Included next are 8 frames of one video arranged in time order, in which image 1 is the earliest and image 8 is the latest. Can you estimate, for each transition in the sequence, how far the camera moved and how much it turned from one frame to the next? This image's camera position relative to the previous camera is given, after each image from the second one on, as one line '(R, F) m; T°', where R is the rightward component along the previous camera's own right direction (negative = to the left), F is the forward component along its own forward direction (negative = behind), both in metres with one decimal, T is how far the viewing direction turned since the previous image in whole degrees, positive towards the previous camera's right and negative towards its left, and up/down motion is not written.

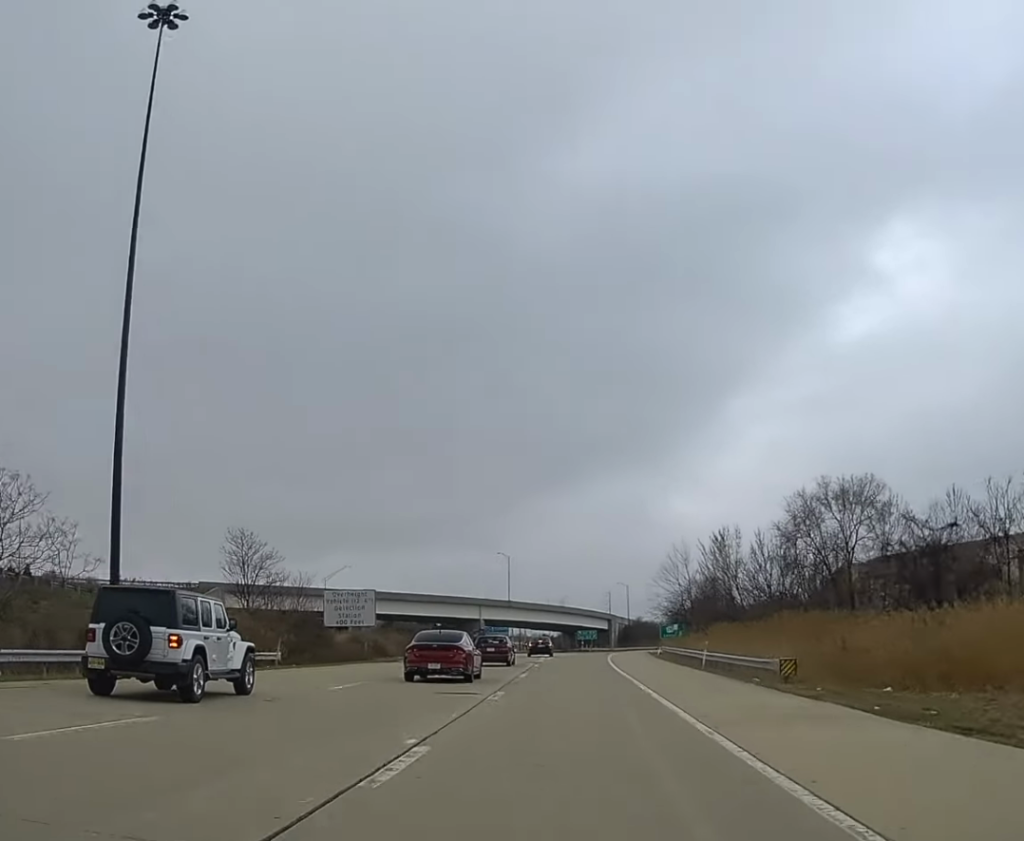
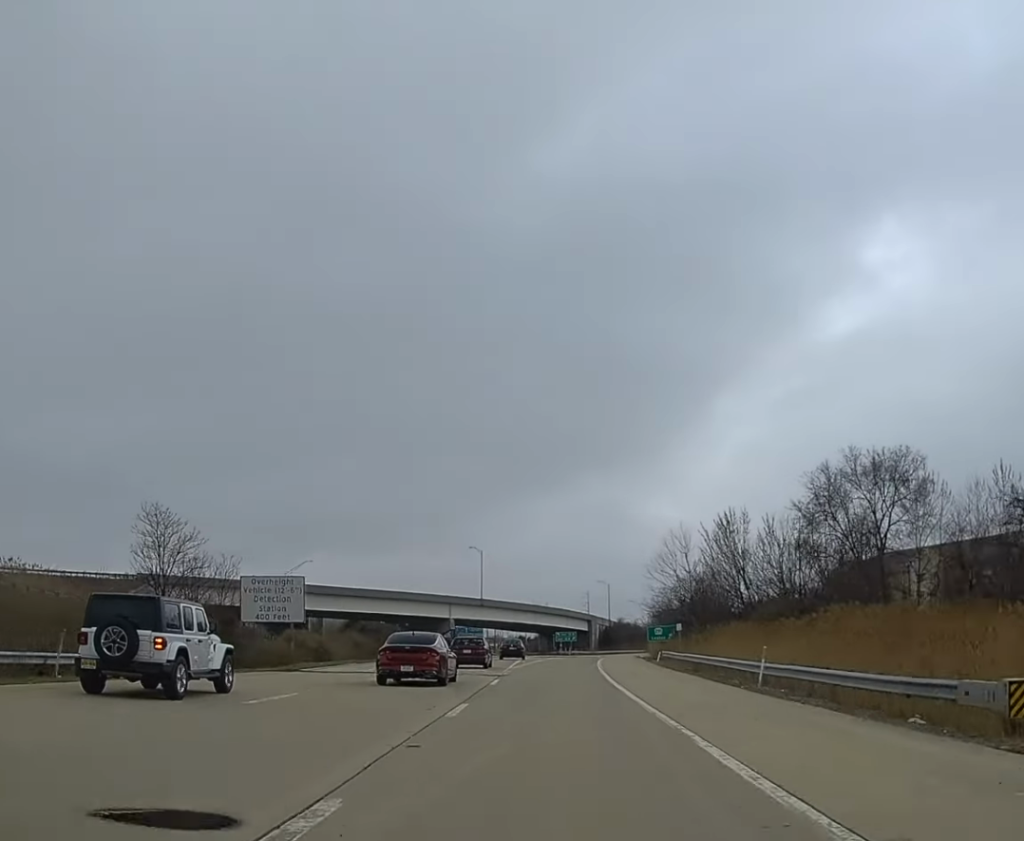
(+0.4, +16.2) m; +2°
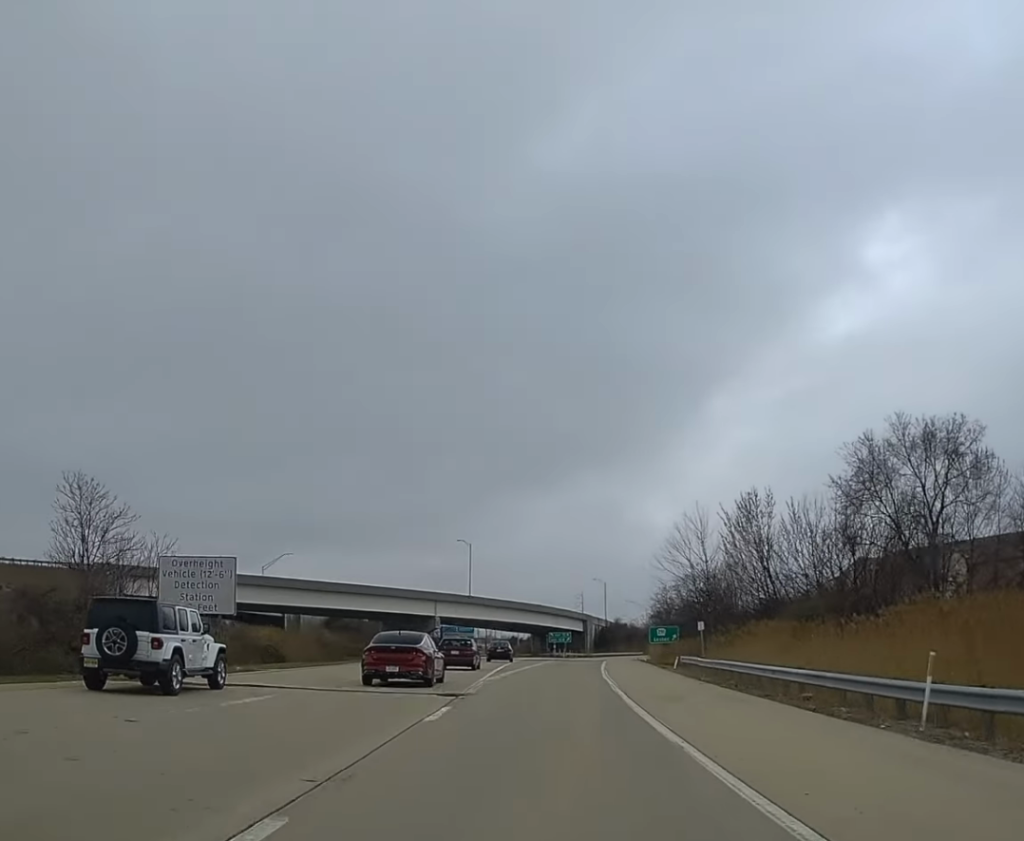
(+0.1, +12.9) m; +1°
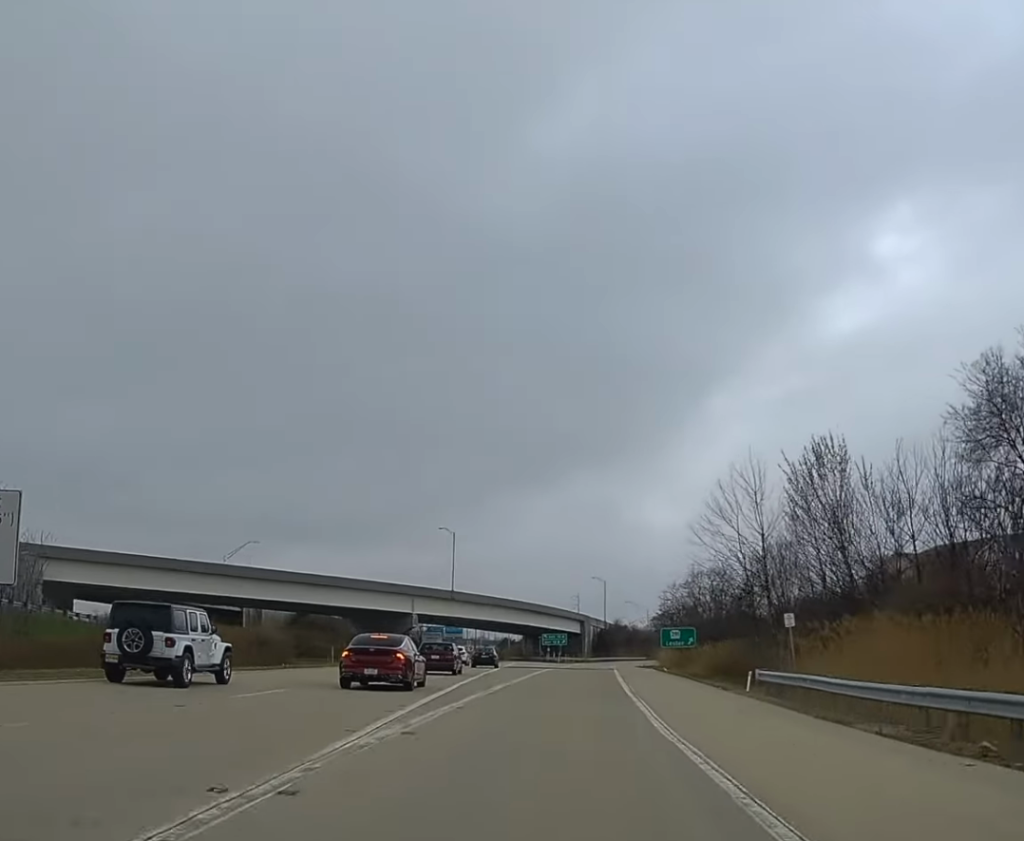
(+0.2, +21.7) m; +1°
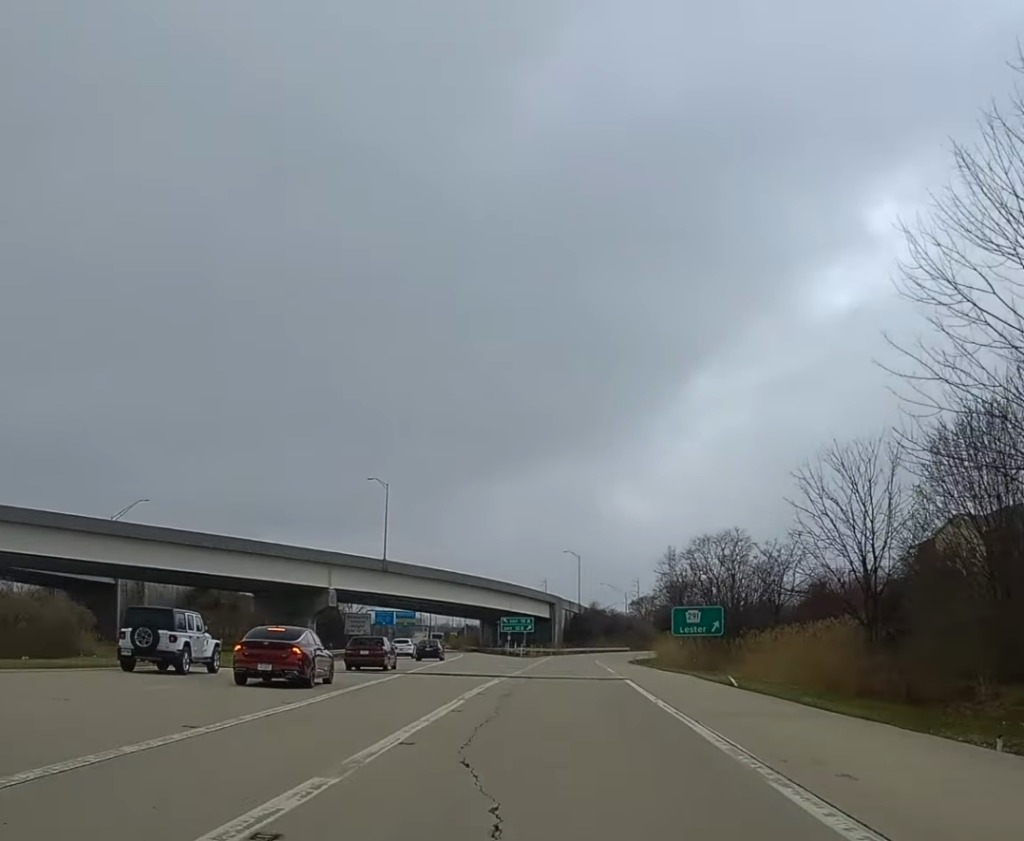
(+0.4, +37.5) m; +1°
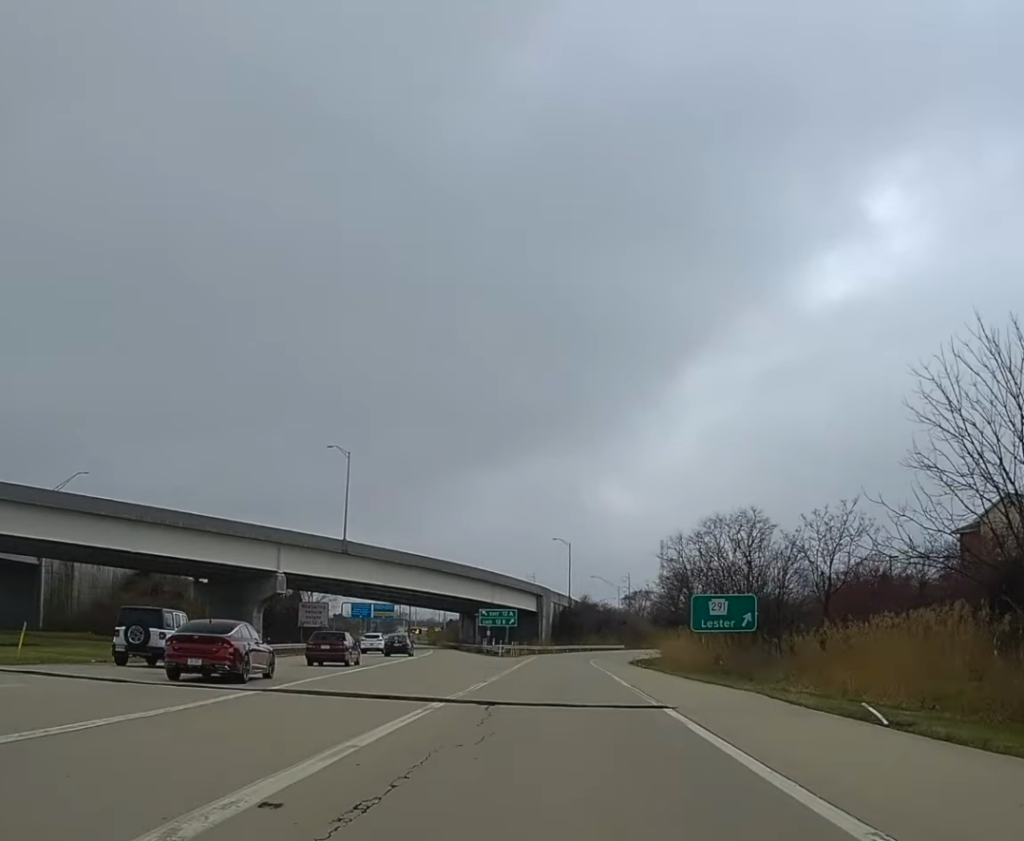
(+0.1, +17.2) m; 0°
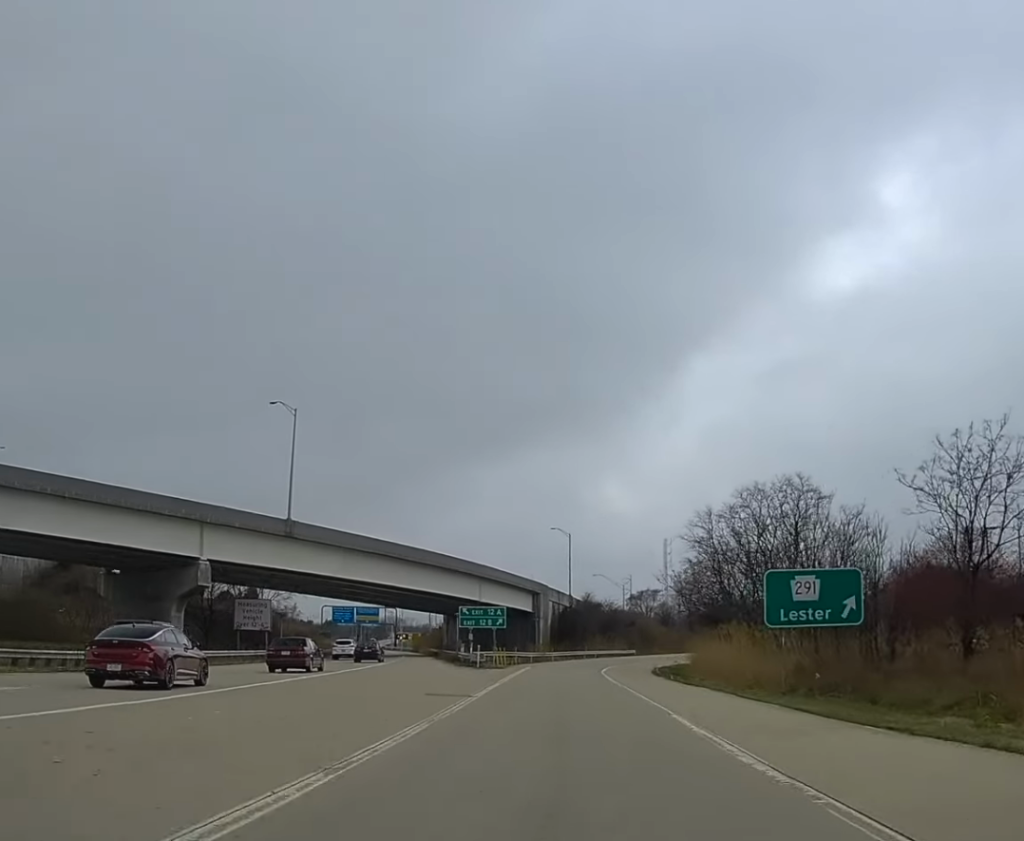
(0.0, +21.6) m; +1°
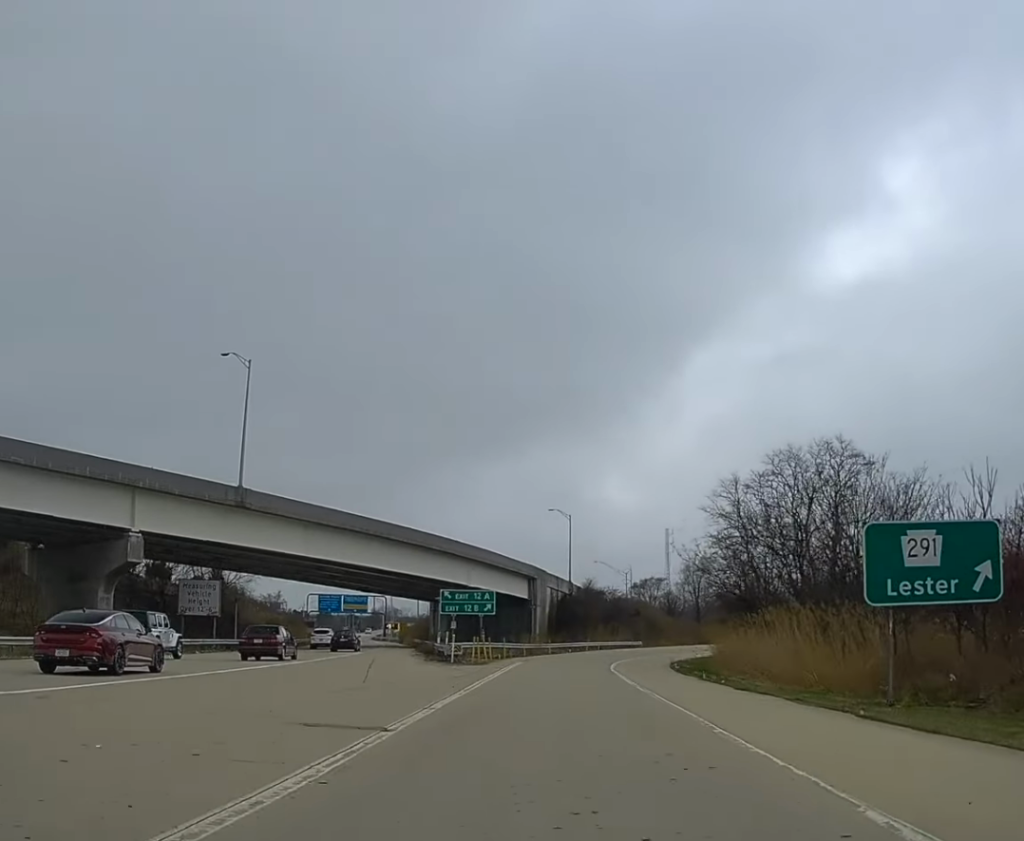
(0.0, +13.0) m; +1°
